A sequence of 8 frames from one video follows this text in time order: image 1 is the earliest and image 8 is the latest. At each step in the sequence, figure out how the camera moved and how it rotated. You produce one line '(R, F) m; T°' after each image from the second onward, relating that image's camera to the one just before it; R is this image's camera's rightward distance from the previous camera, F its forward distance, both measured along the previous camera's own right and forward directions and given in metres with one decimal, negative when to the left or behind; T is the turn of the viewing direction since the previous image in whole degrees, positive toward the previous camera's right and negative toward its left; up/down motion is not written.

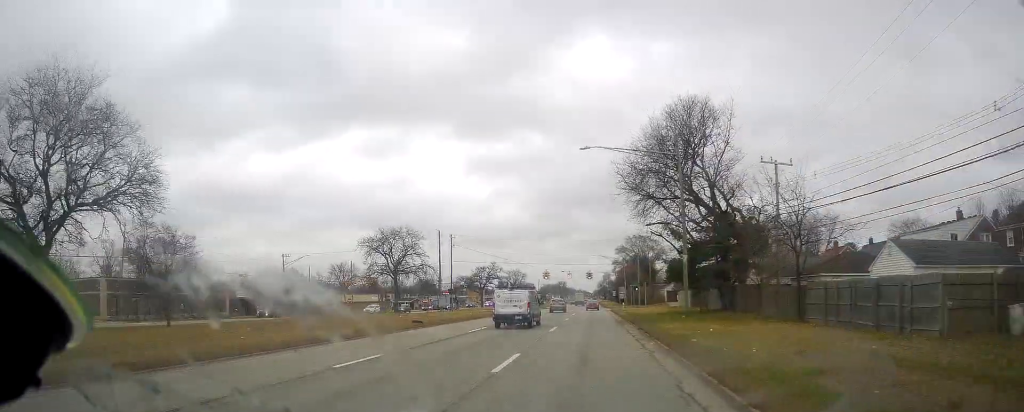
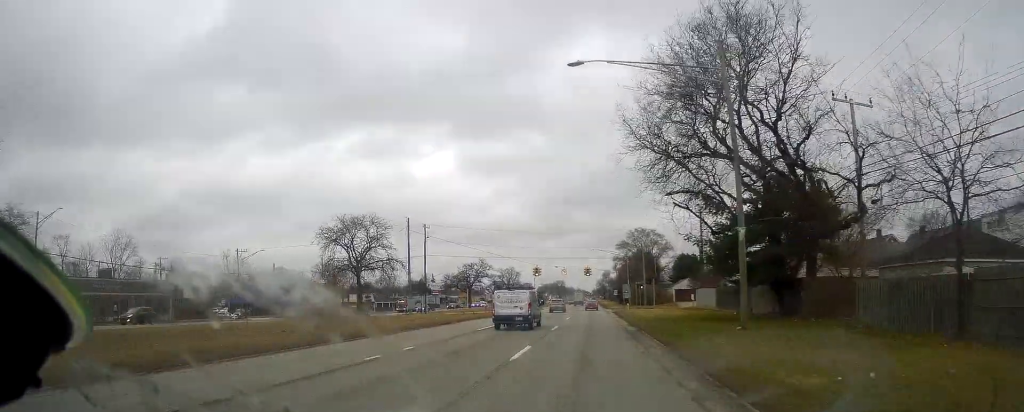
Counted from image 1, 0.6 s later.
(-0.5, +13.3) m; 0°
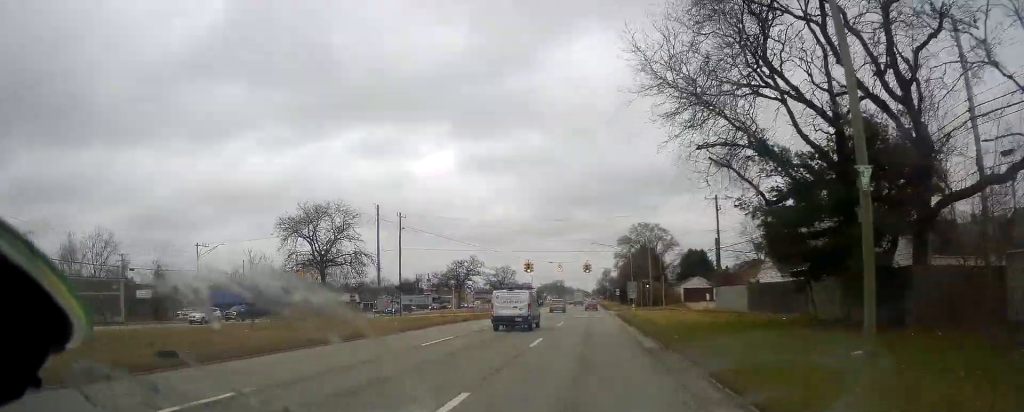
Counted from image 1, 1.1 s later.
(+0.3, +9.7) m; +1°
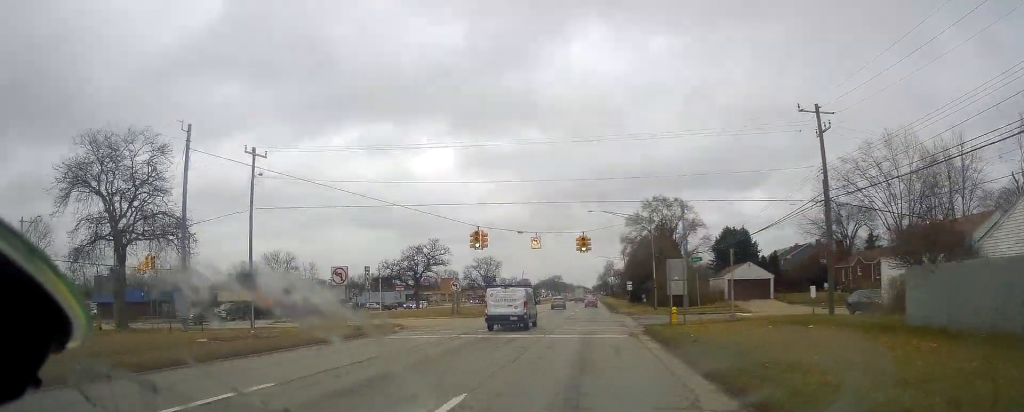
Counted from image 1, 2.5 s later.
(+0.7, +30.0) m; 0°
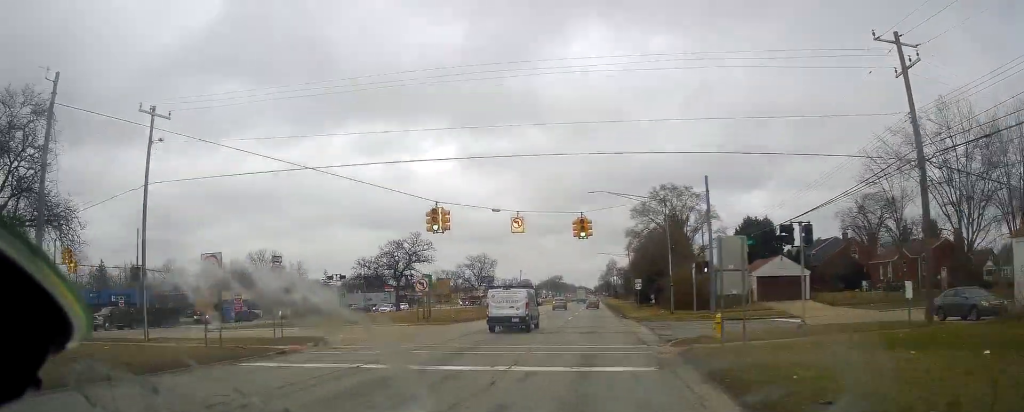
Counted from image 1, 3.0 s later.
(-0.1, +10.6) m; -1°
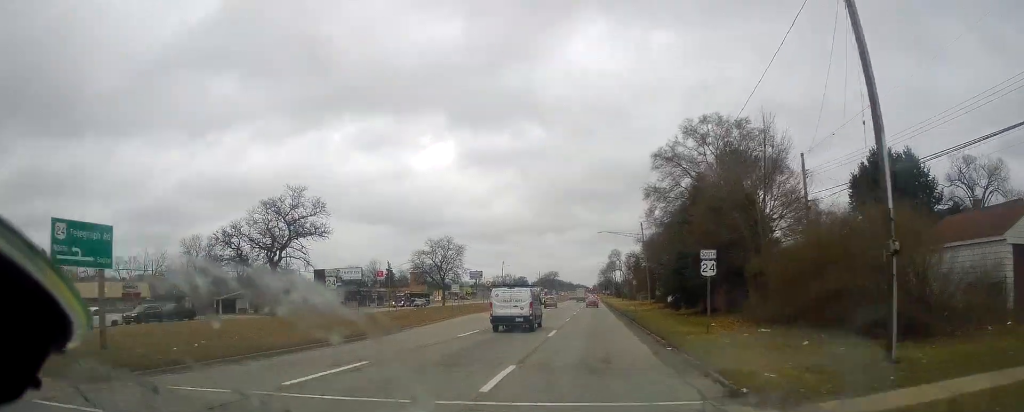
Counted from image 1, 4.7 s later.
(-1.0, +34.6) m; 0°
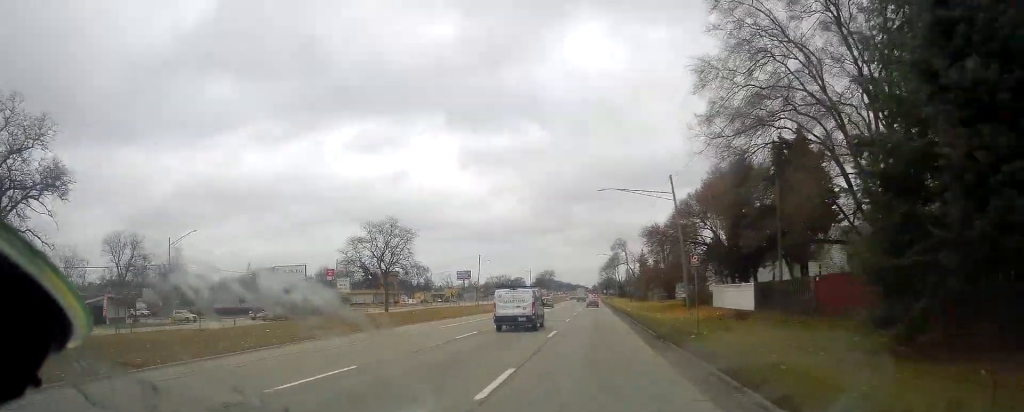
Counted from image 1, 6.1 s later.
(+0.4, +30.7) m; 0°
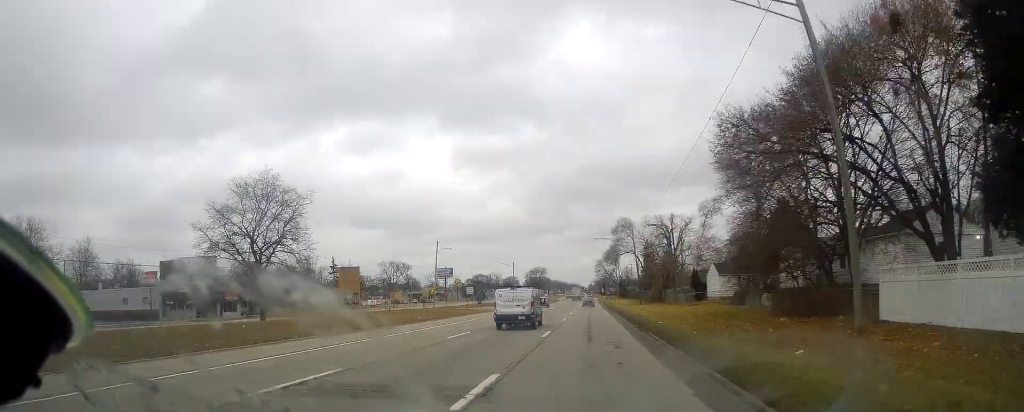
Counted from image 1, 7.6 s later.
(+0.2, +30.6) m; +1°
